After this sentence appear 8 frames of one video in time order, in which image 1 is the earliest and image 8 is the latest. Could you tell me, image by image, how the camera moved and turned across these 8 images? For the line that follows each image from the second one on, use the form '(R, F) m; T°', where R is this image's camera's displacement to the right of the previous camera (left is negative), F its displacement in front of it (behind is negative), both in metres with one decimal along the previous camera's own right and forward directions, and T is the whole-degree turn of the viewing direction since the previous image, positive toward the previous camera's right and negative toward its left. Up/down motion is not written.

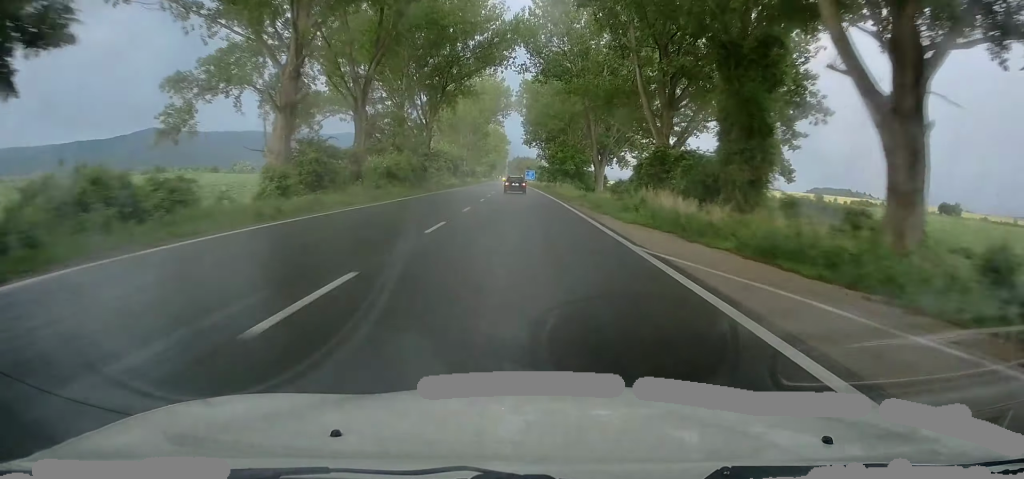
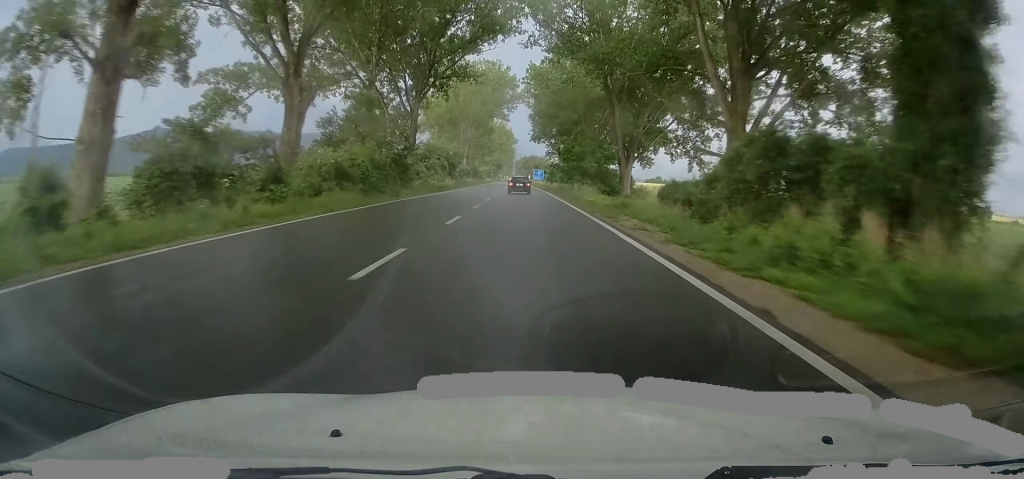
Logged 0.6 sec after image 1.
(0.0, +14.9) m; -1°
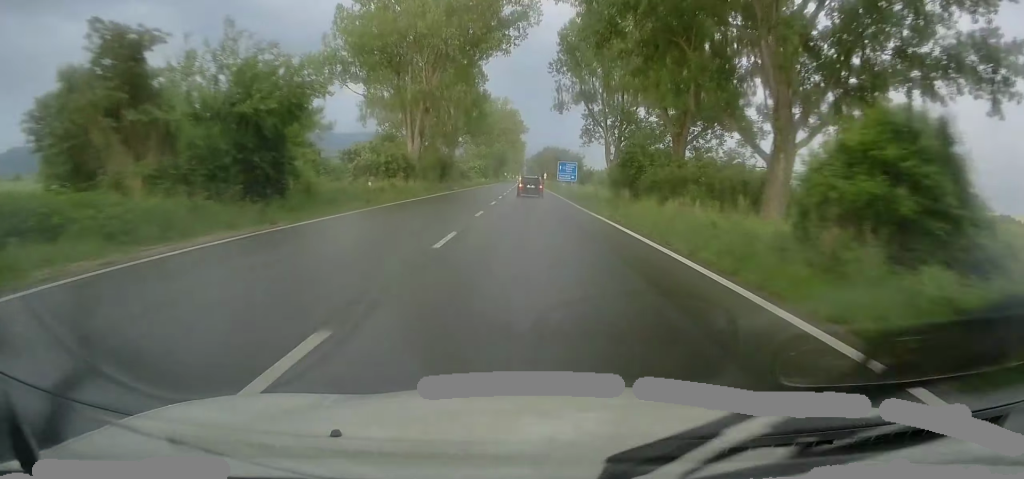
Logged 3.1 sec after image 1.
(-1.1, +67.8) m; 0°
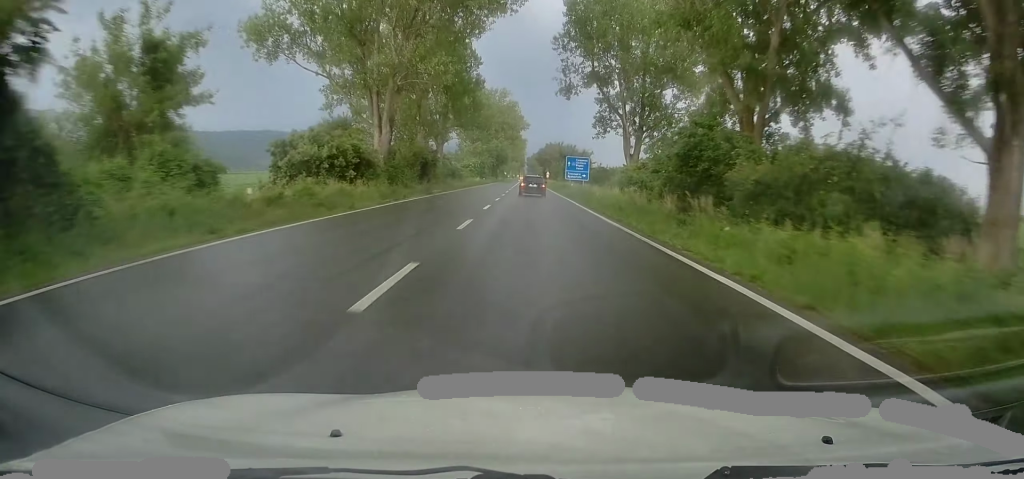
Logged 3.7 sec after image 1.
(+0.2, +14.1) m; 0°
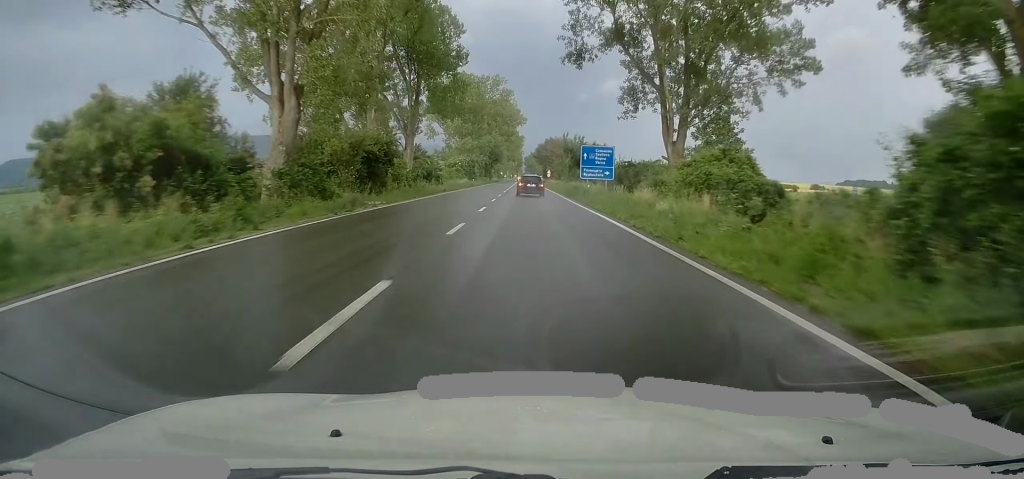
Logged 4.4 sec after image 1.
(0.0, +19.3) m; 0°
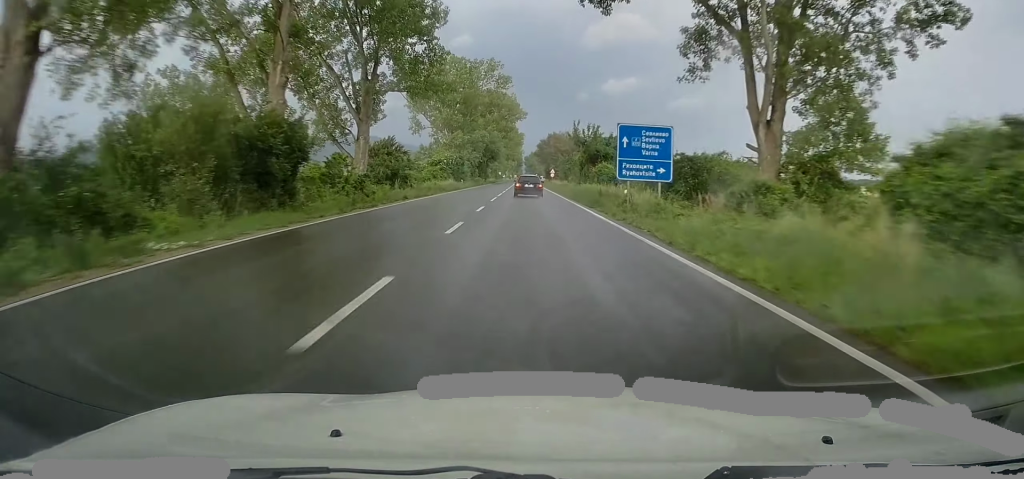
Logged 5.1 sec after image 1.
(-0.2, +17.5) m; -1°
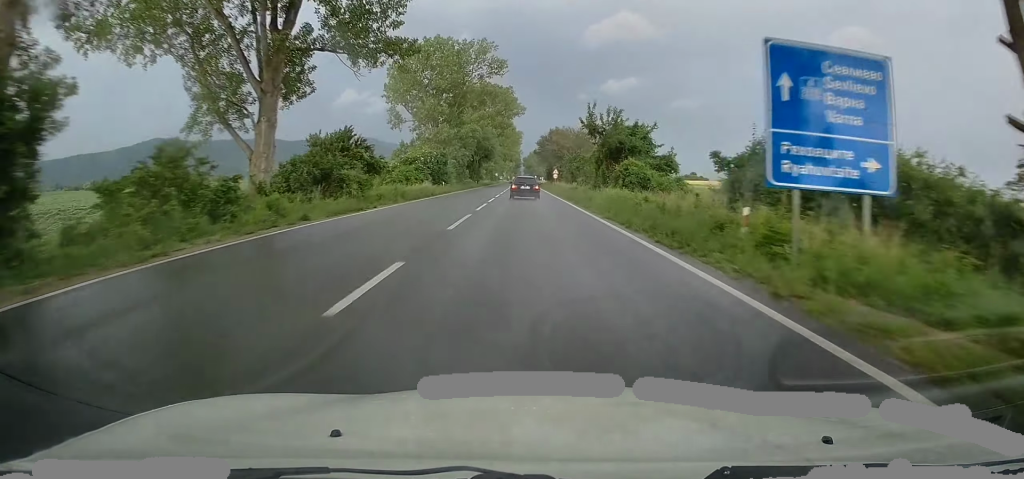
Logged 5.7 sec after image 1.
(0.0, +16.6) m; 0°
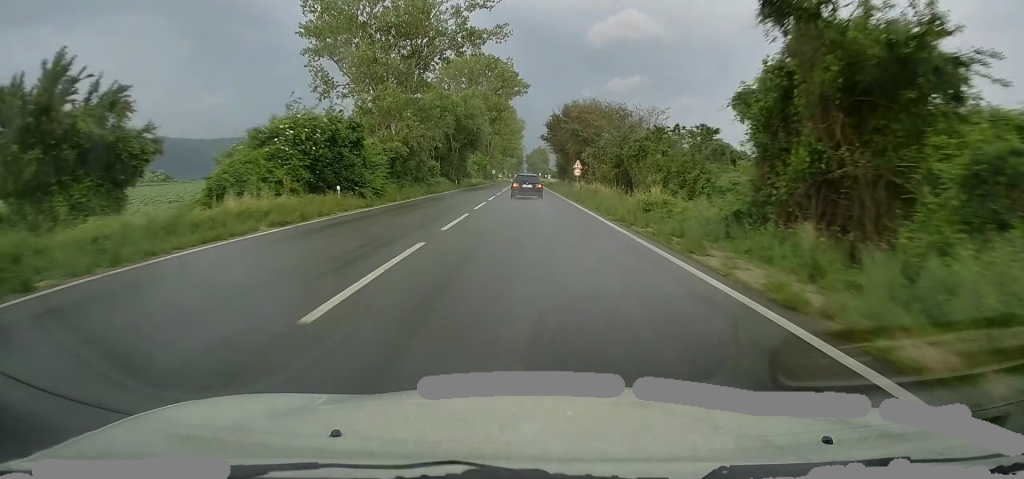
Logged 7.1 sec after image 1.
(-0.1, +36.2) m; 0°
